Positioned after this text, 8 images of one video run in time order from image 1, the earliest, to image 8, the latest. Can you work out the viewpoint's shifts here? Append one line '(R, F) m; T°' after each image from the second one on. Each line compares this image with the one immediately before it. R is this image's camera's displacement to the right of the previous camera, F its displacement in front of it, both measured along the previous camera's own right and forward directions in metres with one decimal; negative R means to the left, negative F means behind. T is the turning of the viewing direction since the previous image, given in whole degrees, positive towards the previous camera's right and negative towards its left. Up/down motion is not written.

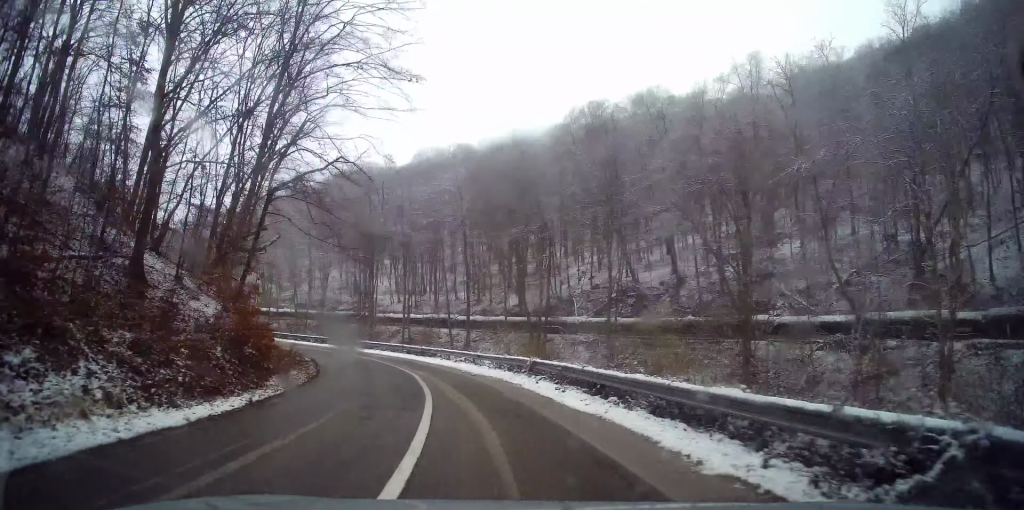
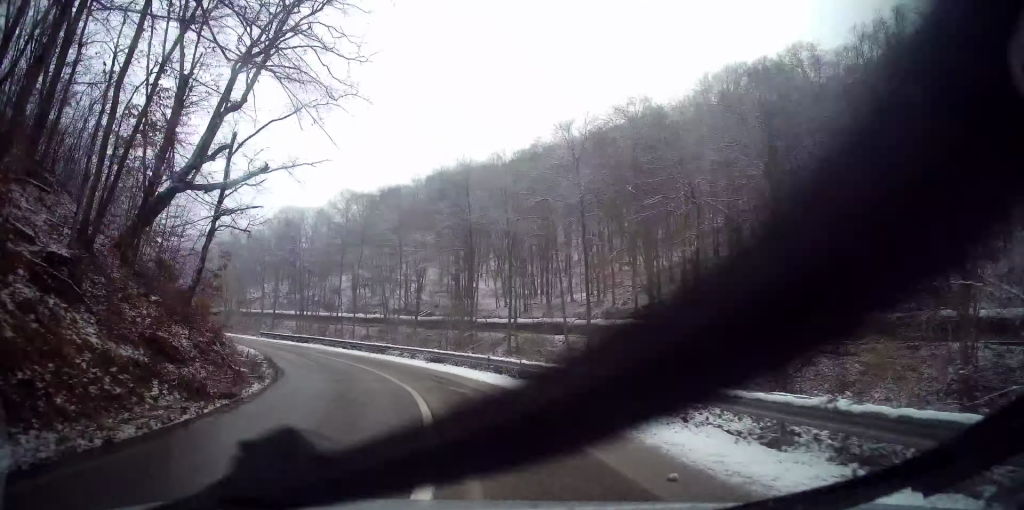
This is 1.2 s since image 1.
(-1.9, +16.8) m; -16°
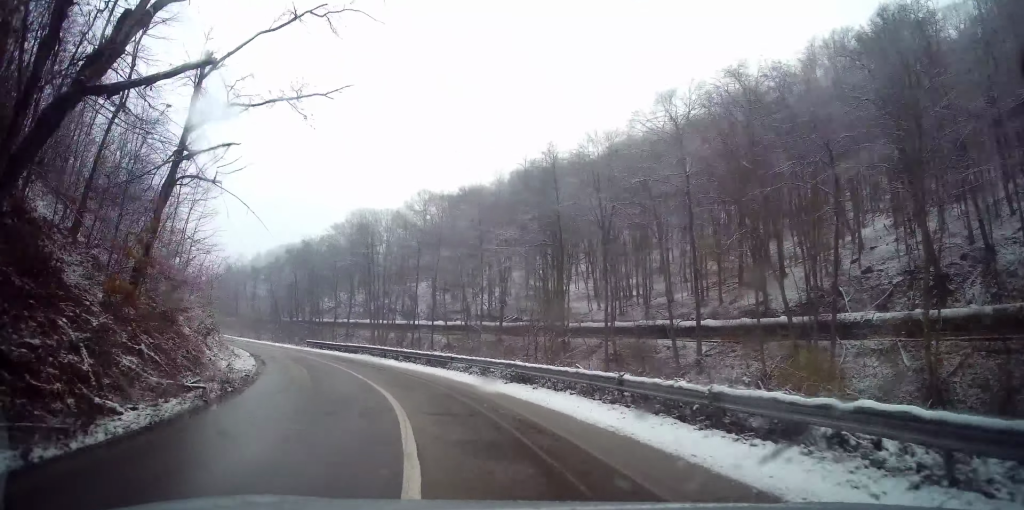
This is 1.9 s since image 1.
(-1.1, +10.0) m; -11°
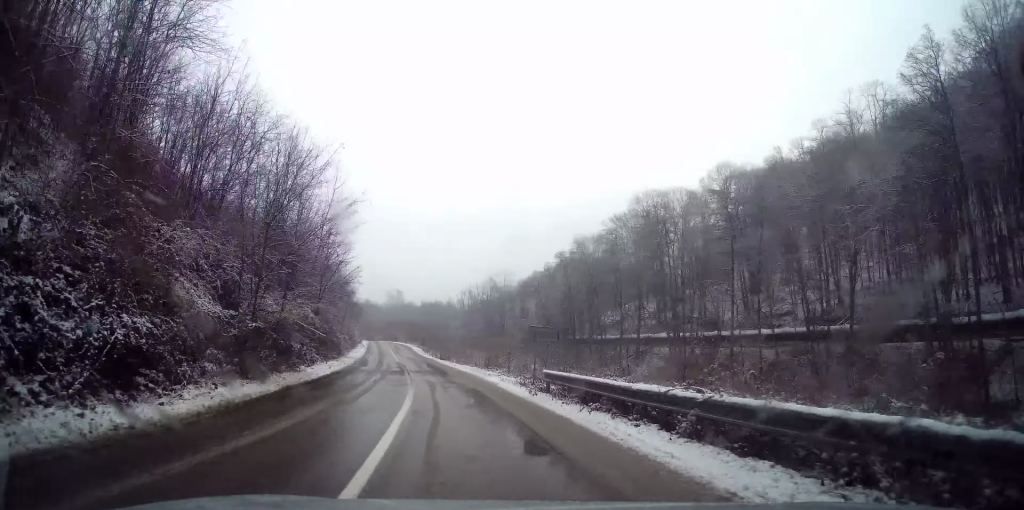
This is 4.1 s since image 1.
(-7.1, +29.6) m; -23°
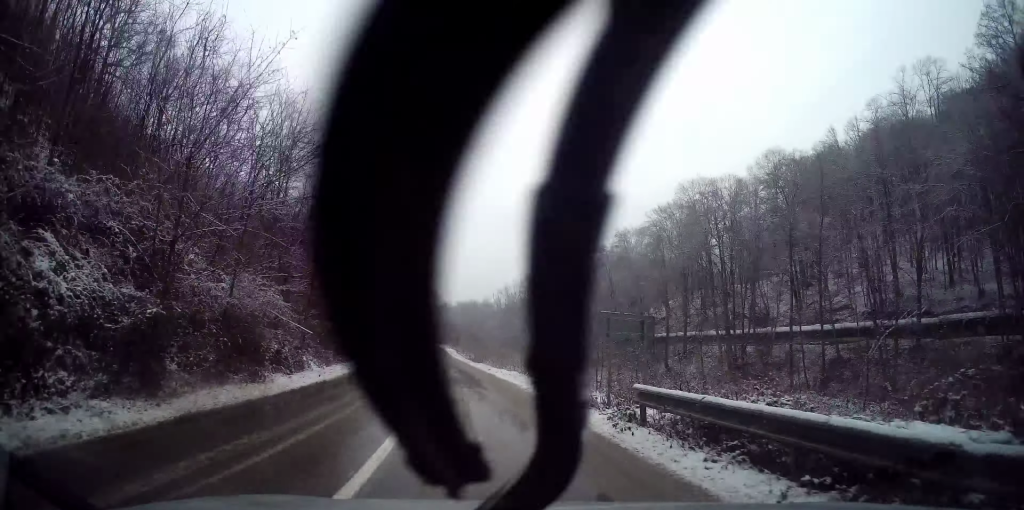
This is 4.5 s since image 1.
(+0.1, +6.4) m; -4°
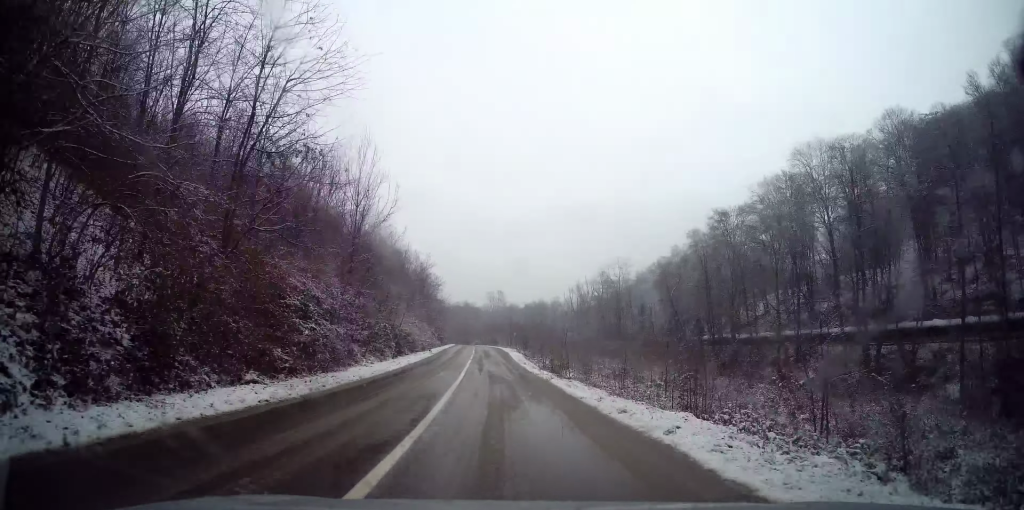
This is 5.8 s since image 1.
(-1.4, +19.2) m; -5°
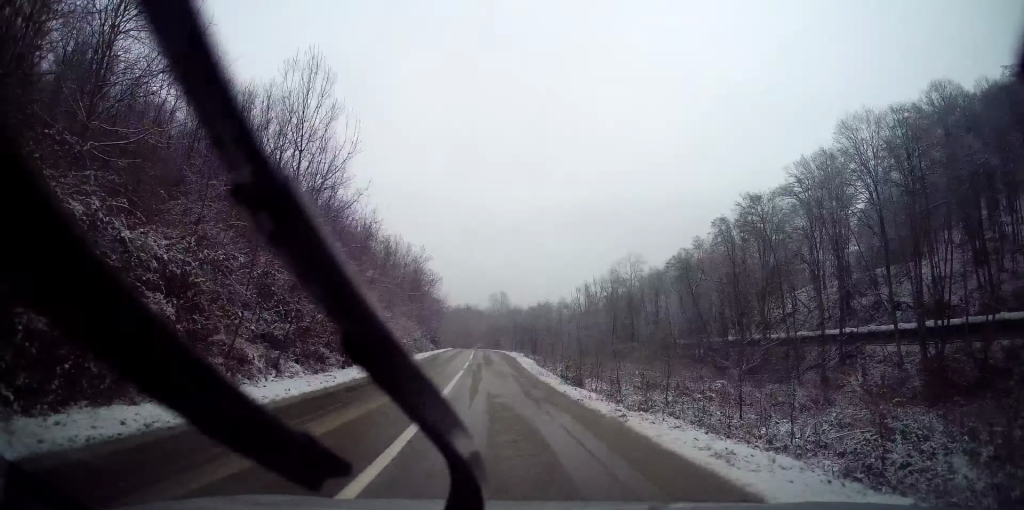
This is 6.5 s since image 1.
(-0.1, +11.4) m; 0°
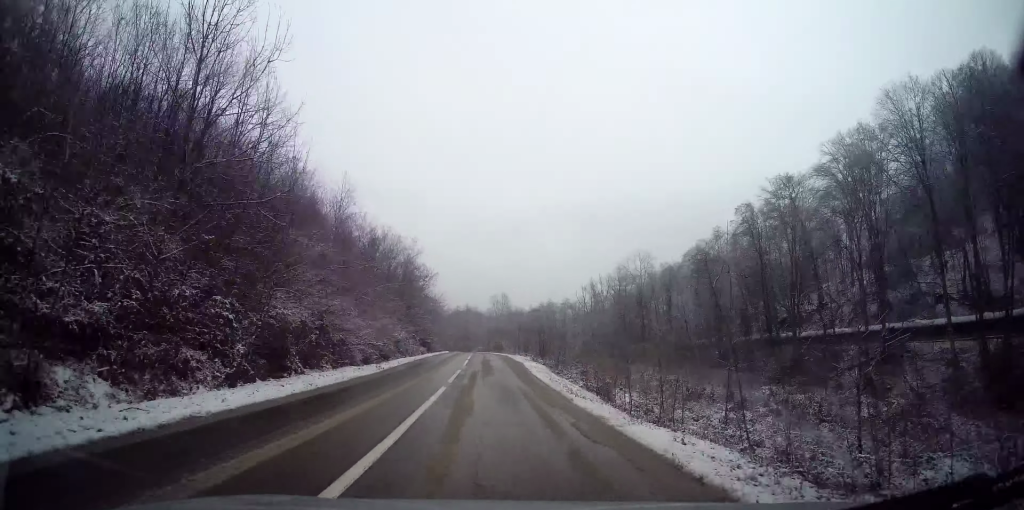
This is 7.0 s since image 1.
(+0.1, +9.6) m; -1°
